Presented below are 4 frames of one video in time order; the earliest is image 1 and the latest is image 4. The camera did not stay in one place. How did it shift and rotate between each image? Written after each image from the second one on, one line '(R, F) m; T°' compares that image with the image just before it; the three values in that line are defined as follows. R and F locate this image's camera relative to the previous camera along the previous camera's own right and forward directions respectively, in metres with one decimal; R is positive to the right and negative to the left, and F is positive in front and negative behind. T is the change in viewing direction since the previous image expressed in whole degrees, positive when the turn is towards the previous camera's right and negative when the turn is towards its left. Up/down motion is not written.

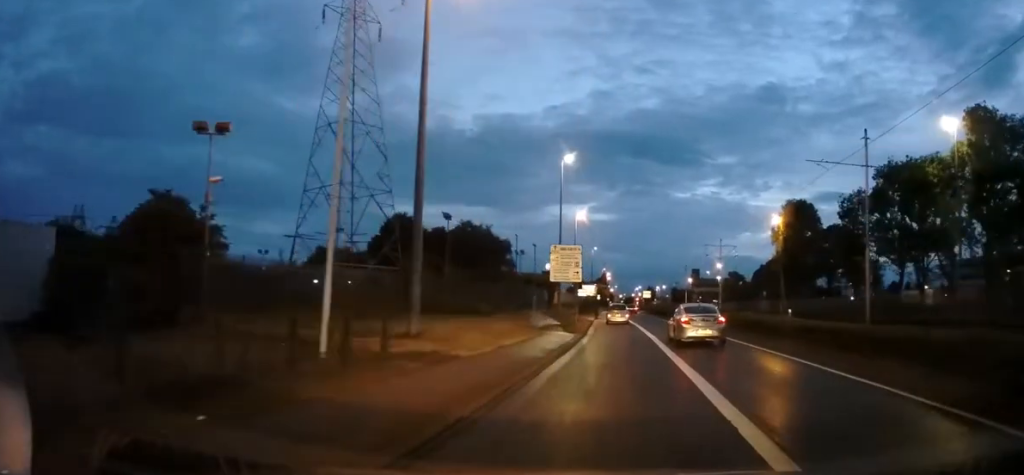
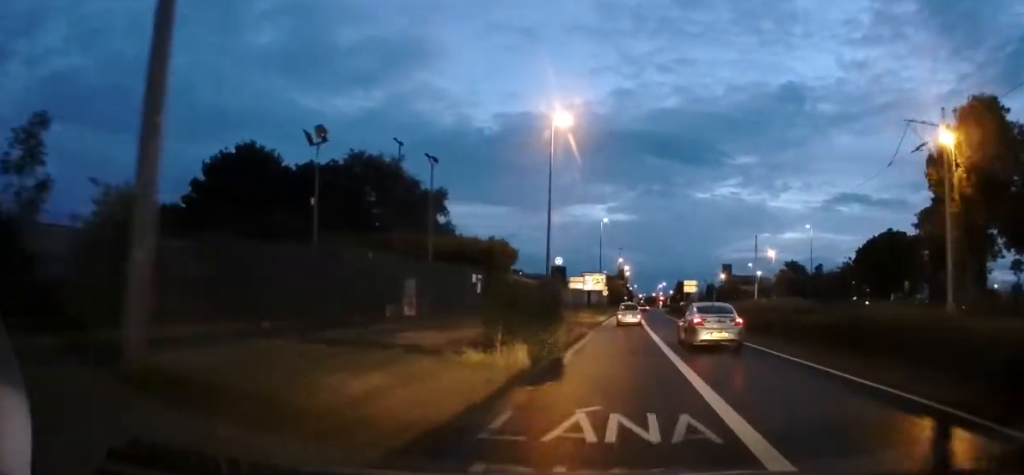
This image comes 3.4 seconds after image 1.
(-1.0, +48.7) m; -2°
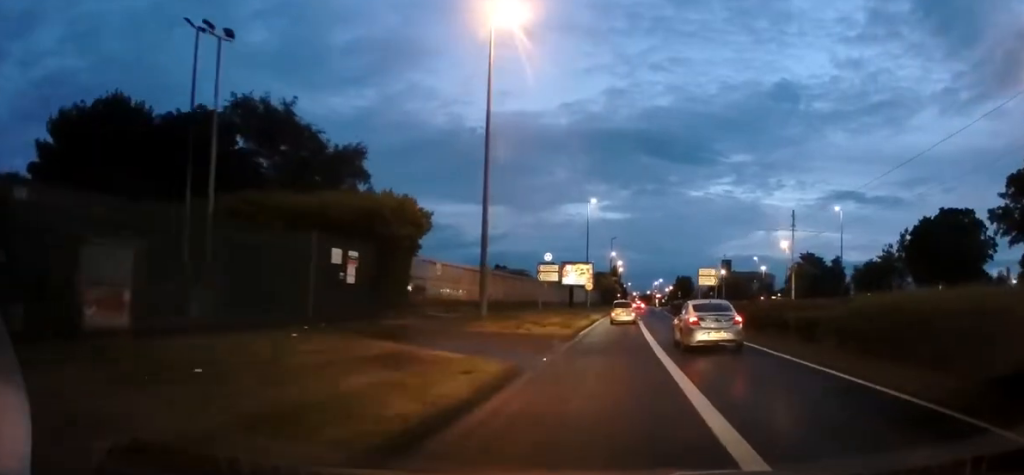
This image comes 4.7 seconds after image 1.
(+0.3, +17.3) m; 0°
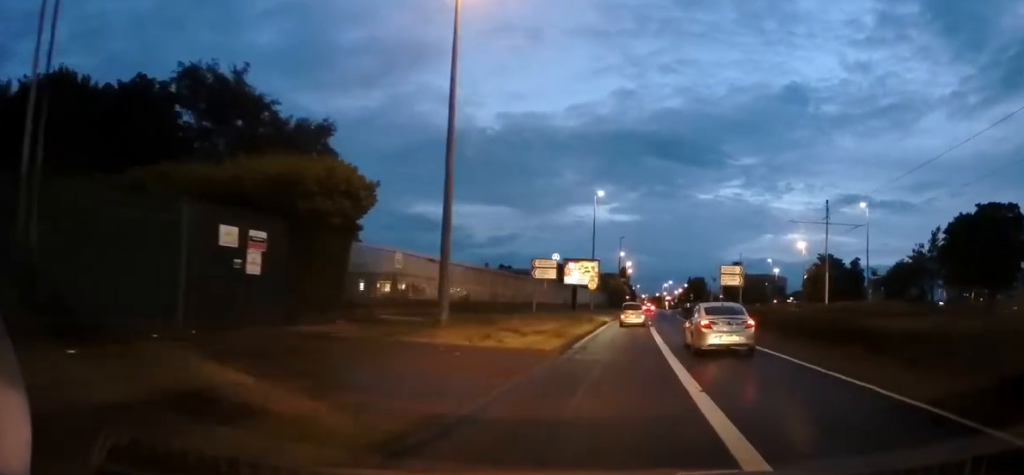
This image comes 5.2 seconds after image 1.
(0.0, +6.6) m; -1°
